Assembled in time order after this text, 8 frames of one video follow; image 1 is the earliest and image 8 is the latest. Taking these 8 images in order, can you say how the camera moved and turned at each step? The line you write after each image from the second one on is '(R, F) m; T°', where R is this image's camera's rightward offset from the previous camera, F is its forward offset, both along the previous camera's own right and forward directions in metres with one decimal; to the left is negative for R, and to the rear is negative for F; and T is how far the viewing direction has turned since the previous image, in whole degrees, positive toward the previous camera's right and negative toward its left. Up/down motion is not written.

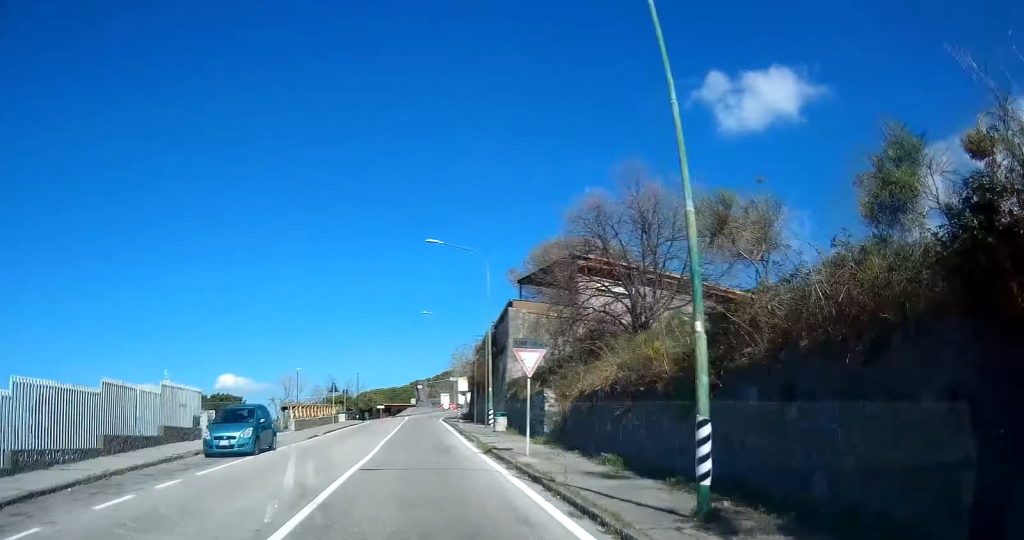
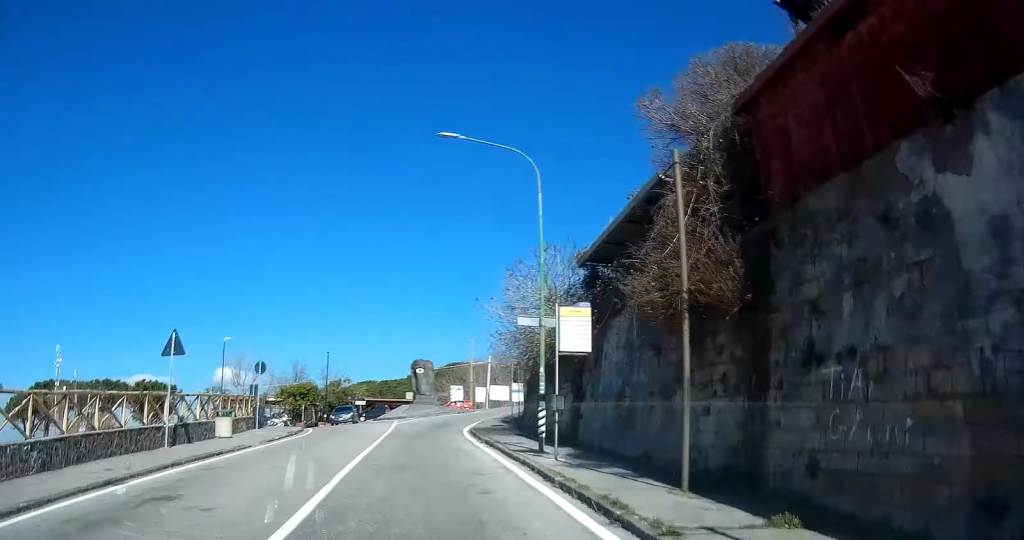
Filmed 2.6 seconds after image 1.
(+0.2, +30.3) m; +4°
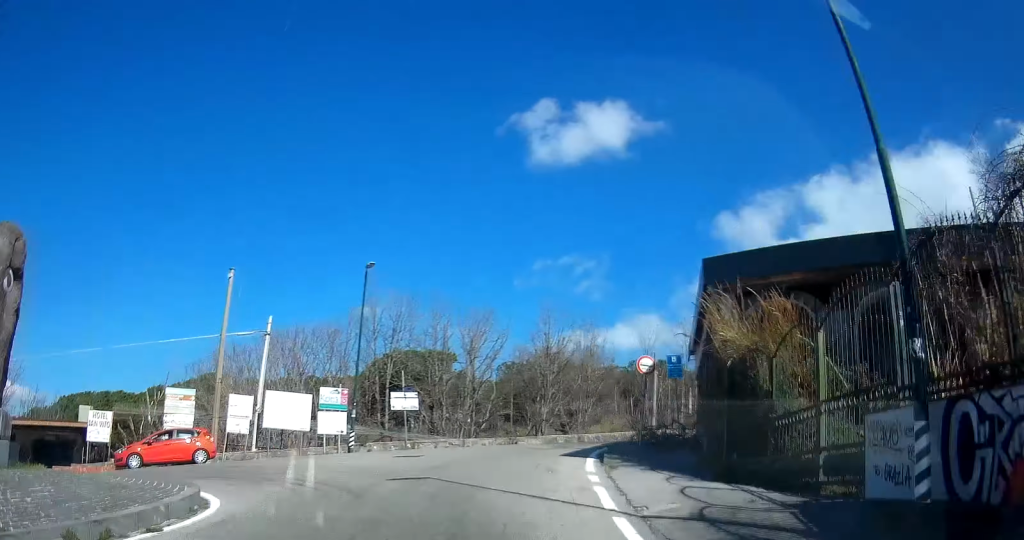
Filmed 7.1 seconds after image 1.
(+2.8, +45.4) m; +21°
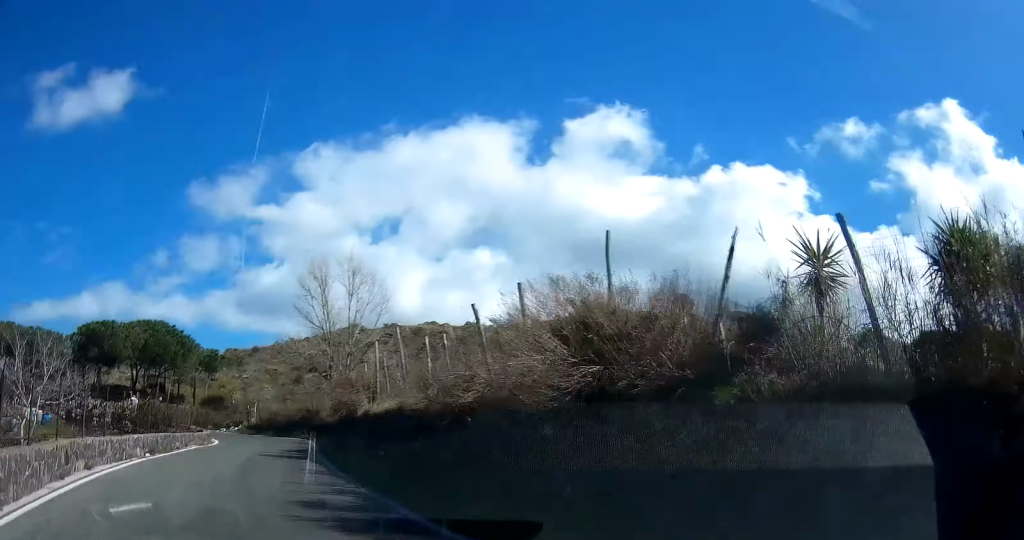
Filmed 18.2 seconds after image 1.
(+39.5, +55.8) m; +33°
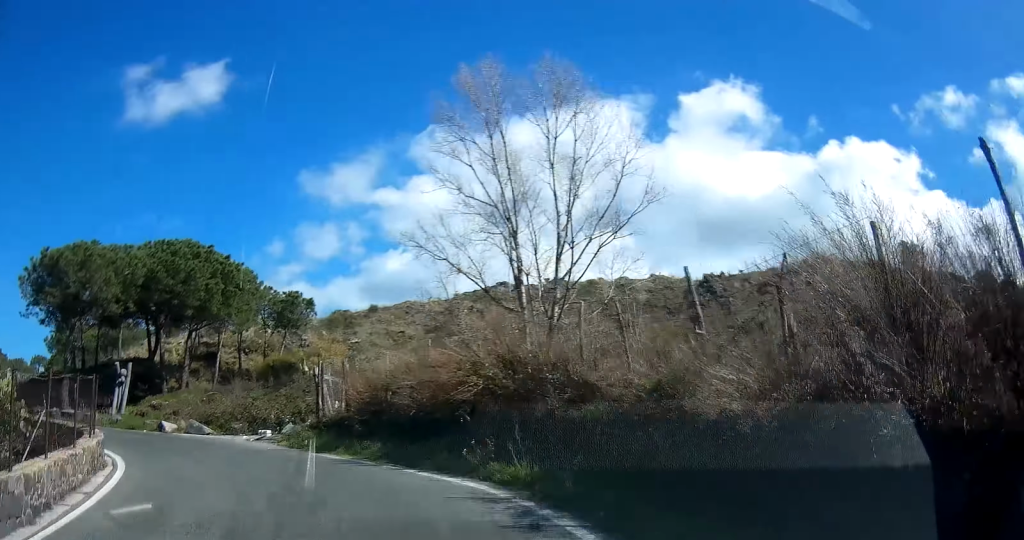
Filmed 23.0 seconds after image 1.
(-6.1, +30.7) m; -28°
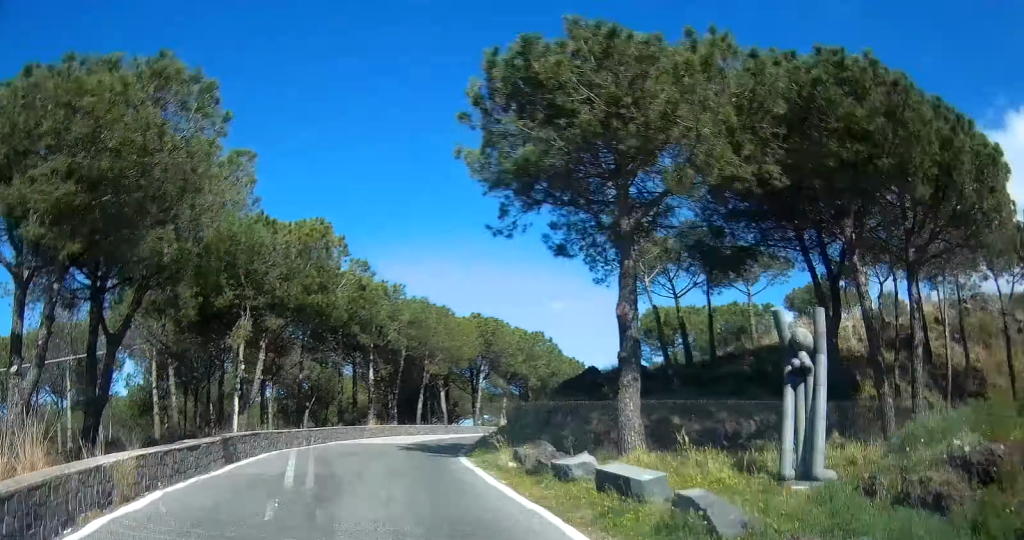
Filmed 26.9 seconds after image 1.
(-6.7, +27.1) m; -13°
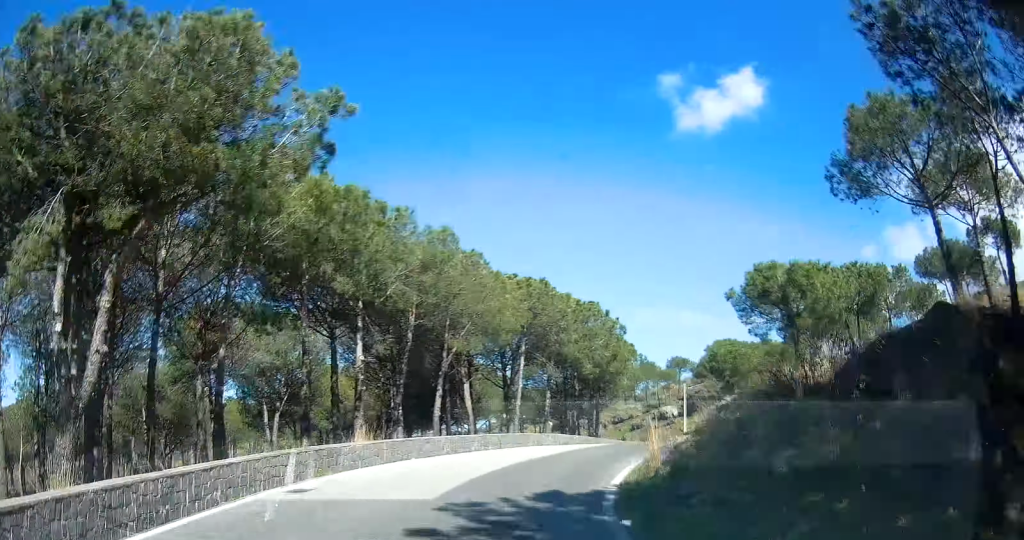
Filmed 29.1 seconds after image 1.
(-3.5, +16.2) m; -4°
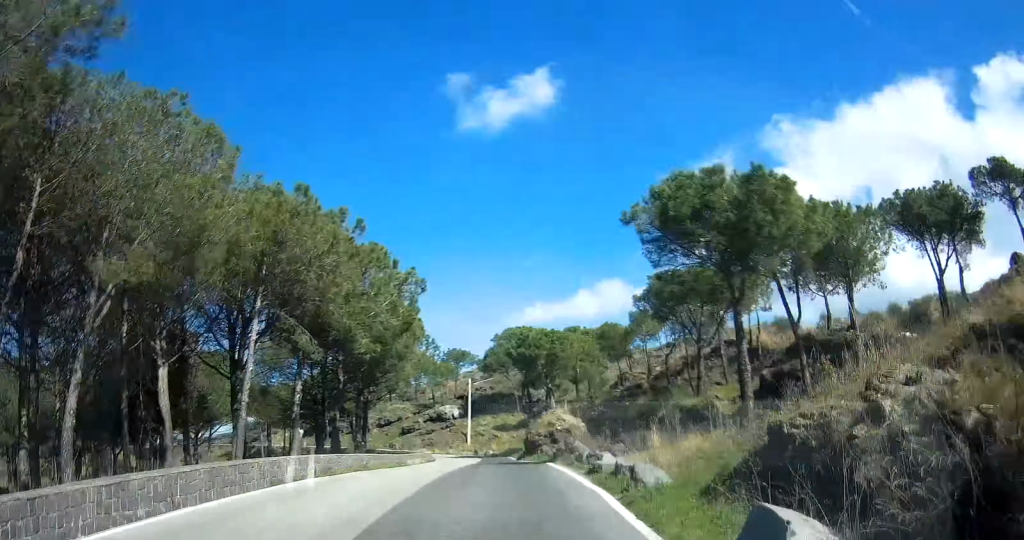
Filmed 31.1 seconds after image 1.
(+2.3, +16.3) m; -1°
